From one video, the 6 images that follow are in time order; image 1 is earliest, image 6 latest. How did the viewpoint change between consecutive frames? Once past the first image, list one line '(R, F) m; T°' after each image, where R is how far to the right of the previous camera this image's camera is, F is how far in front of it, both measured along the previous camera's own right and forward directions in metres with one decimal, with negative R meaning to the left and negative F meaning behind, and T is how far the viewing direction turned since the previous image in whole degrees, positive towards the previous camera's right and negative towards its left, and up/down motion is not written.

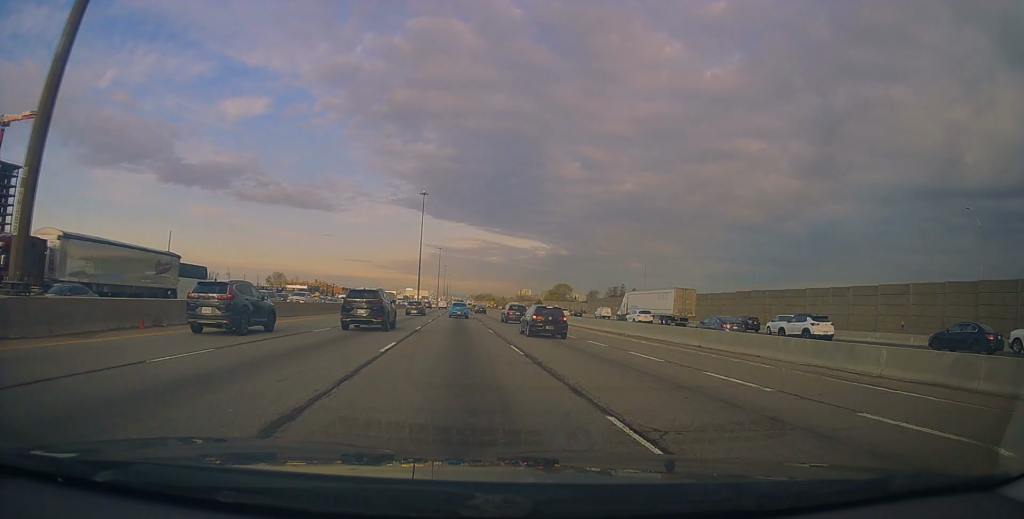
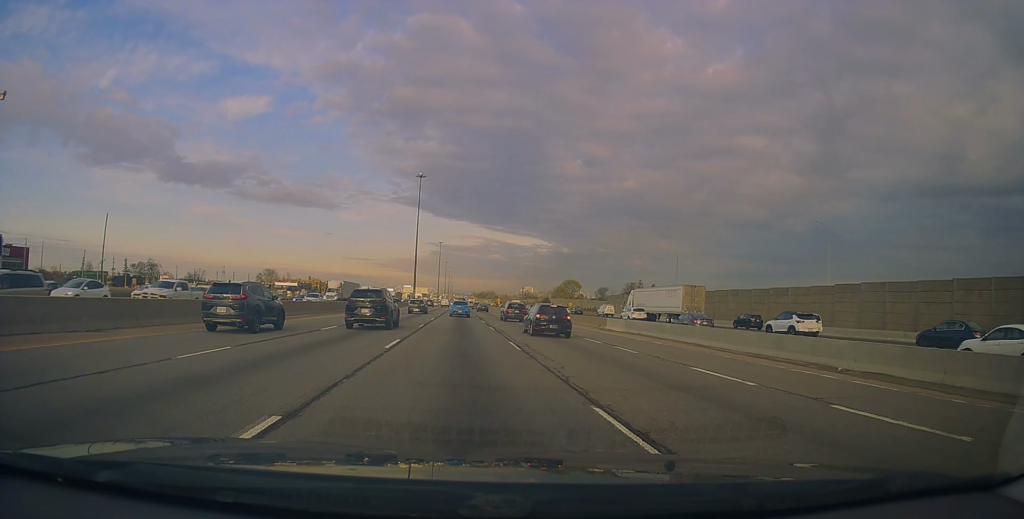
(-0.1, +22.2) m; +1°
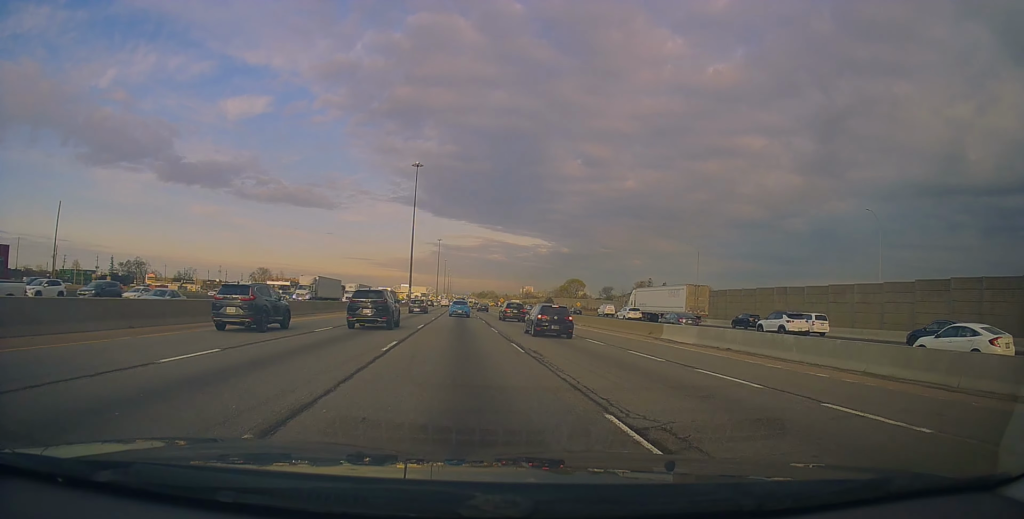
(-0.1, +13.1) m; 0°
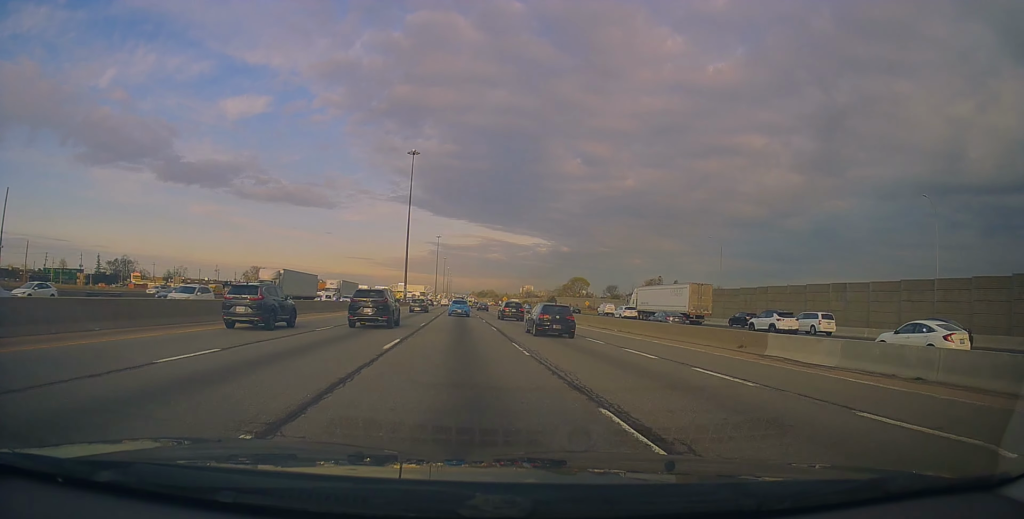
(+0.3, +11.7) m; 0°
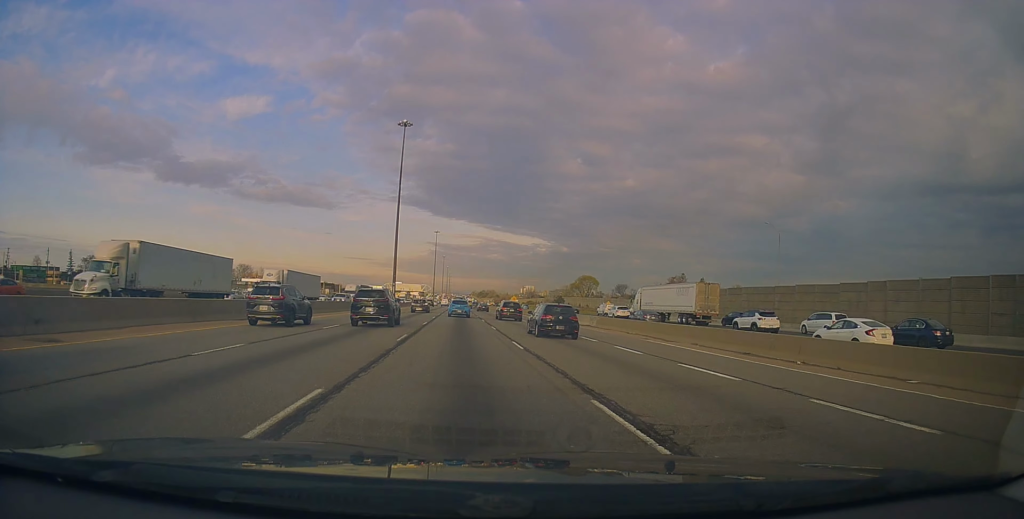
(0.0, +22.1) m; 0°
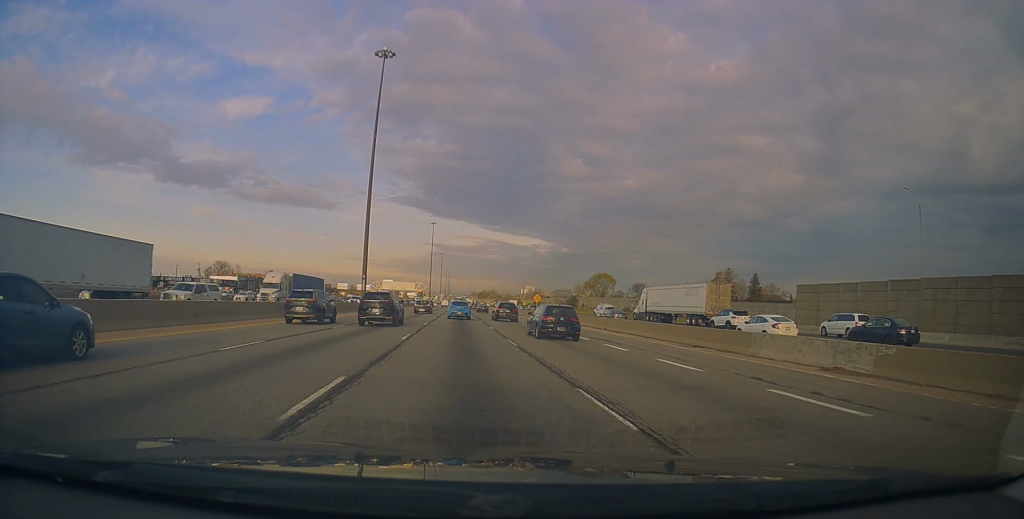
(-0.1, +34.7) m; 0°
